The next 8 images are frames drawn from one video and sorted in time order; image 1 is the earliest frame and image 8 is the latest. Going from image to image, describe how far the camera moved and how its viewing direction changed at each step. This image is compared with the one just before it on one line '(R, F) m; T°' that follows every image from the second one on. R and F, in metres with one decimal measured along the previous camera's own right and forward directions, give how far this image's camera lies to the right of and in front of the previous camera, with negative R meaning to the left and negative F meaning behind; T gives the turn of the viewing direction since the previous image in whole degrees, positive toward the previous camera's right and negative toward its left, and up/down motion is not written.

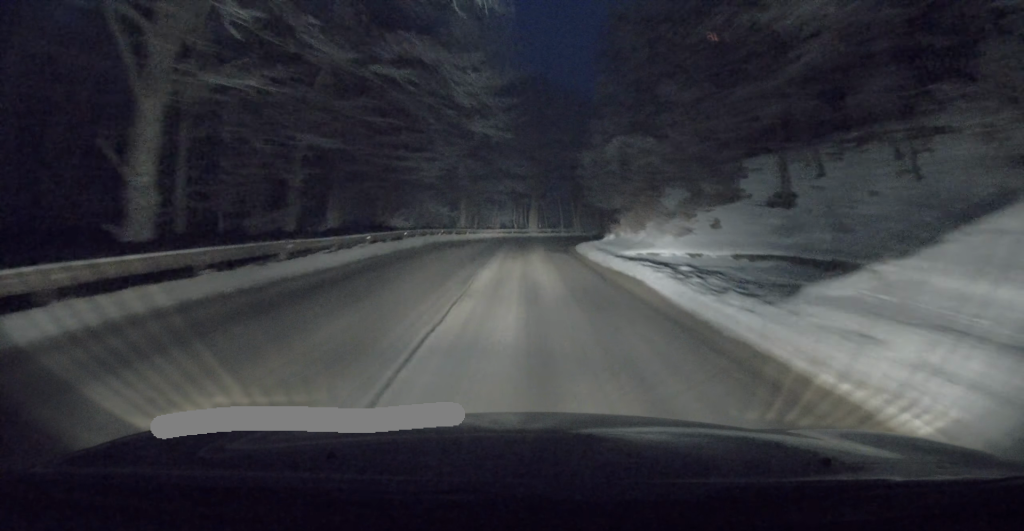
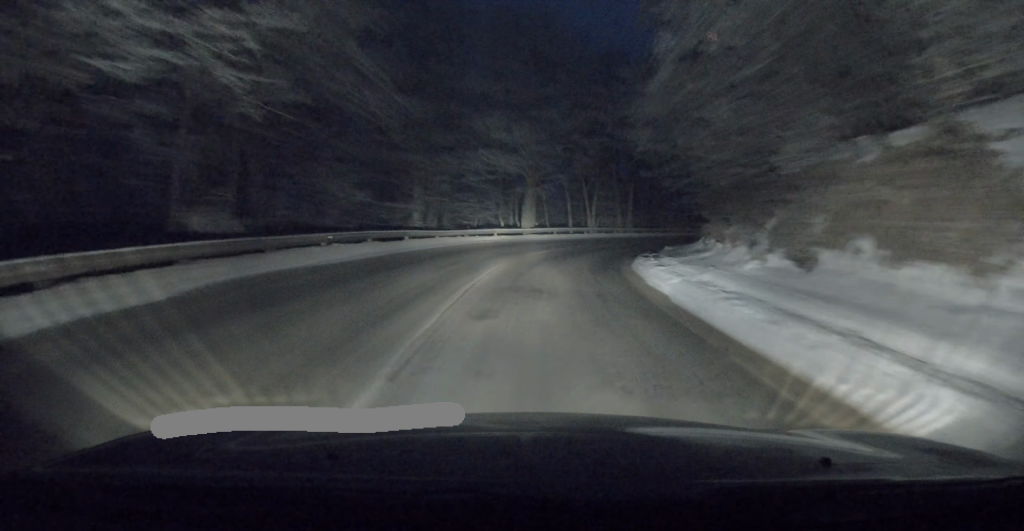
(+0.7, +22.2) m; +4°
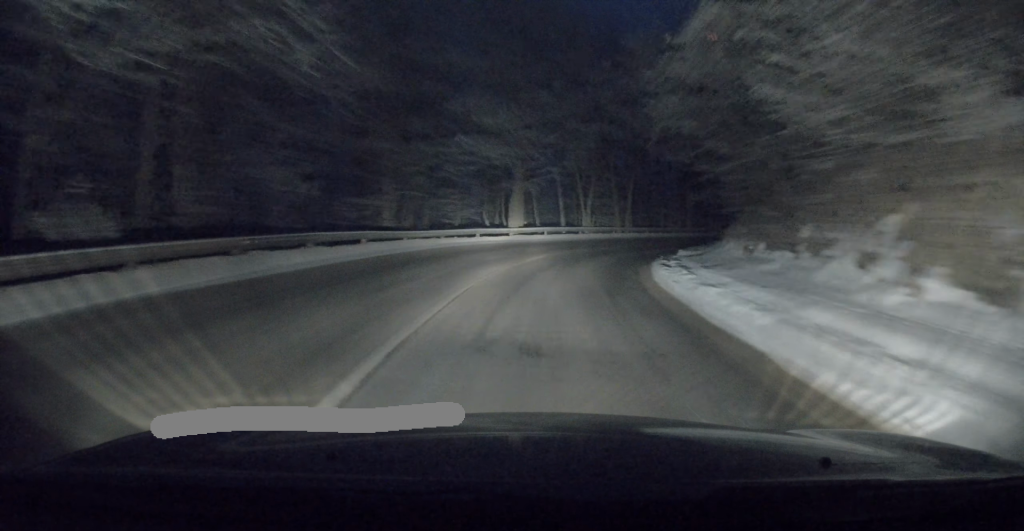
(0.0, +4.9) m; +1°
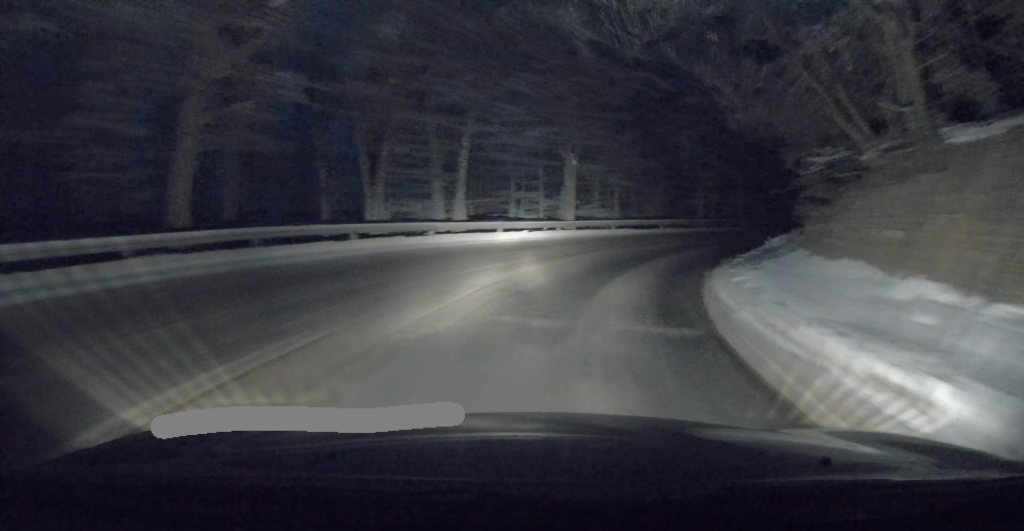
(+1.8, +23.1) m; +14°
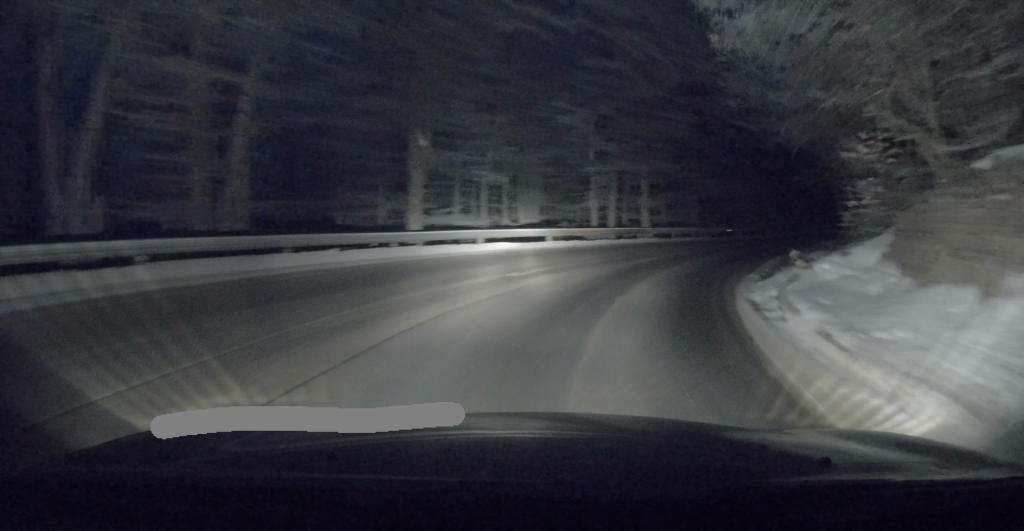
(+1.1, +9.3) m; +14°
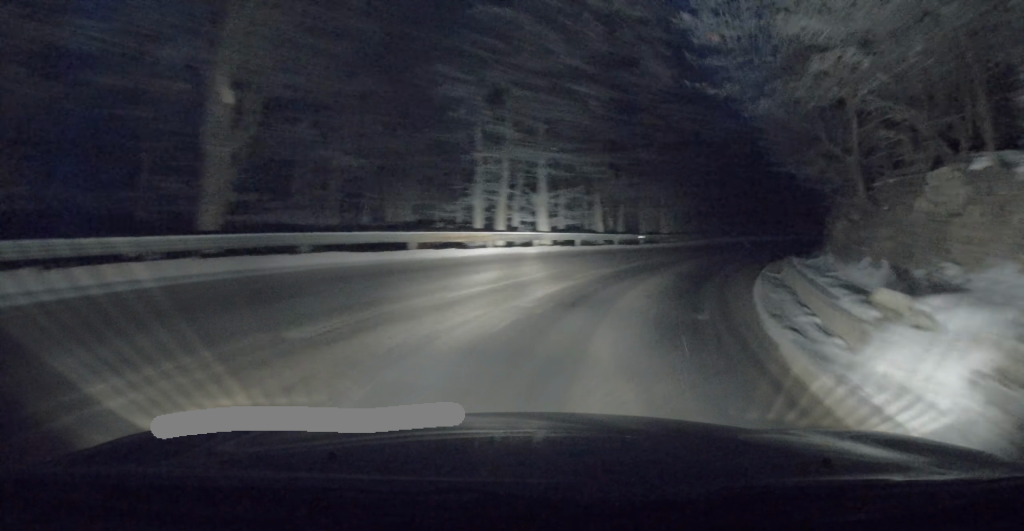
(+0.5, +6.3) m; +9°
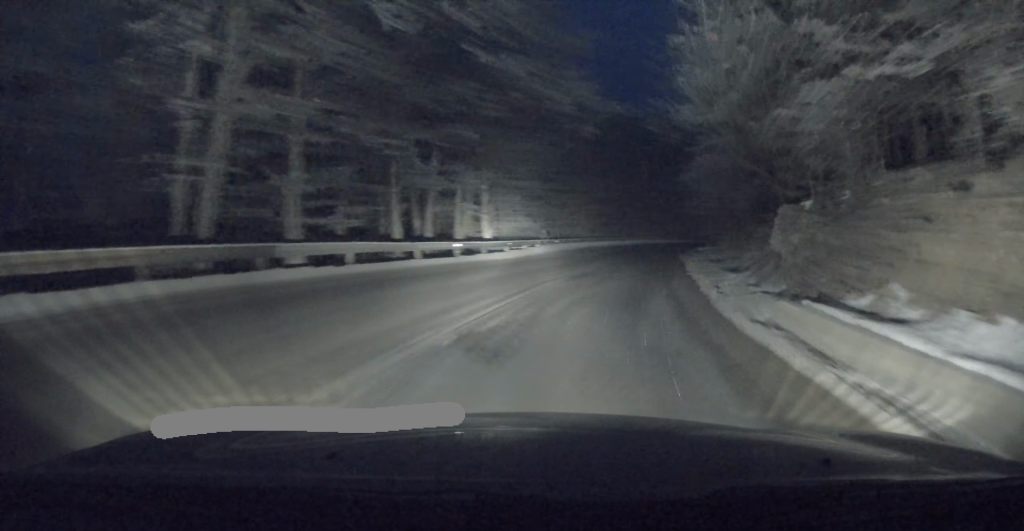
(+1.2, +10.8) m; +10°
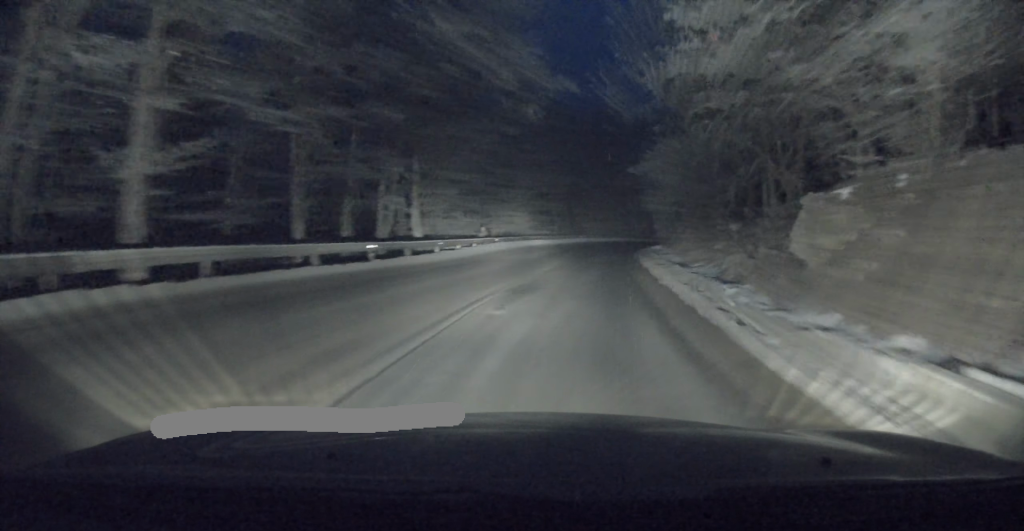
(+0.1, +4.8) m; +4°
